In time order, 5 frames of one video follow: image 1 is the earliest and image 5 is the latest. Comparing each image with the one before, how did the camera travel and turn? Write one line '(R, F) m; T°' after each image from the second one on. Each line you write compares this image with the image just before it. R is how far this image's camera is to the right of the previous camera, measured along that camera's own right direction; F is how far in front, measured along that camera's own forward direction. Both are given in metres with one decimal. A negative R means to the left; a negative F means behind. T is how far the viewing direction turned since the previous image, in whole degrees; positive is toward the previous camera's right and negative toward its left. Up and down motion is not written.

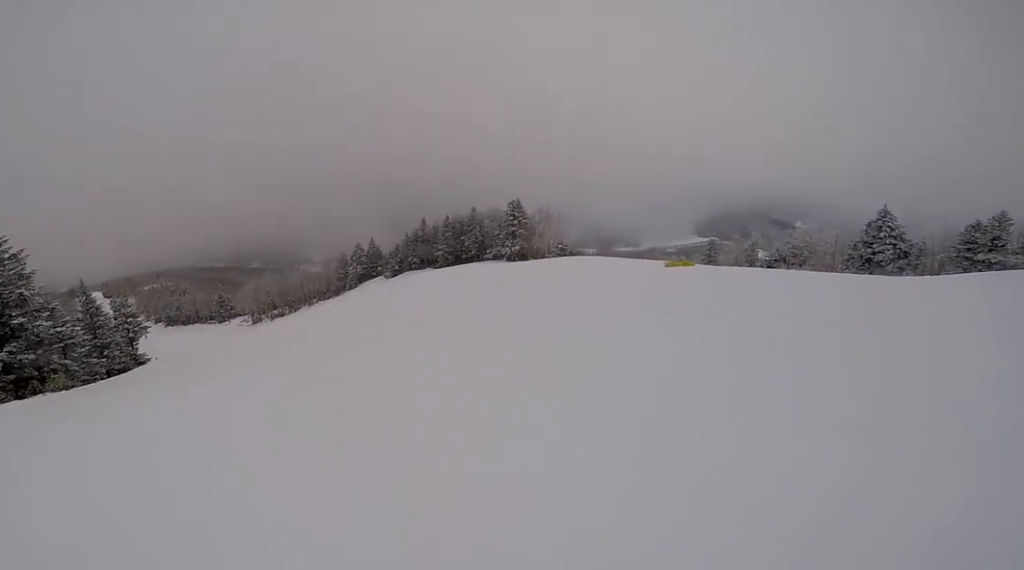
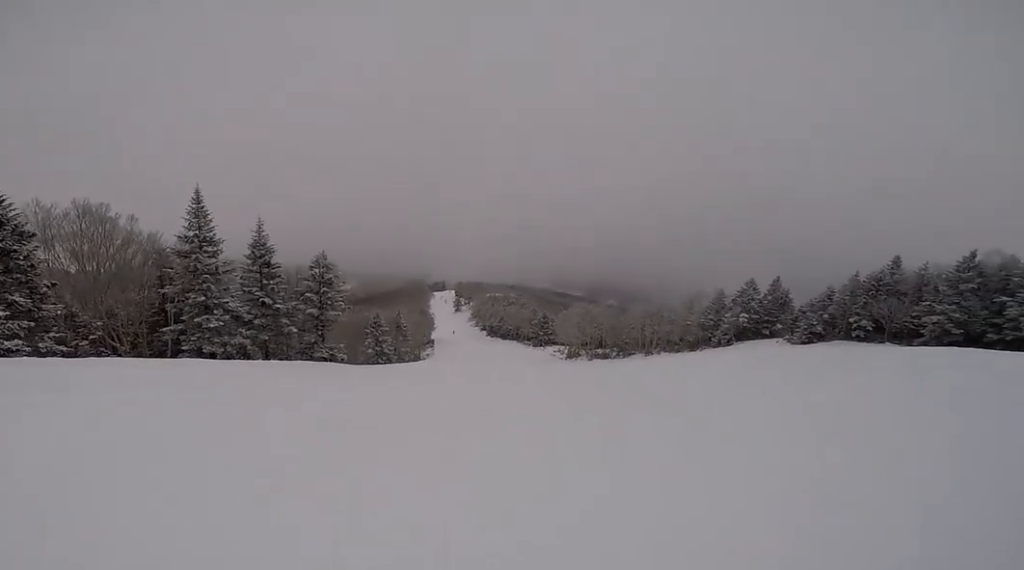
(-21.1, +24.3) m; -37°
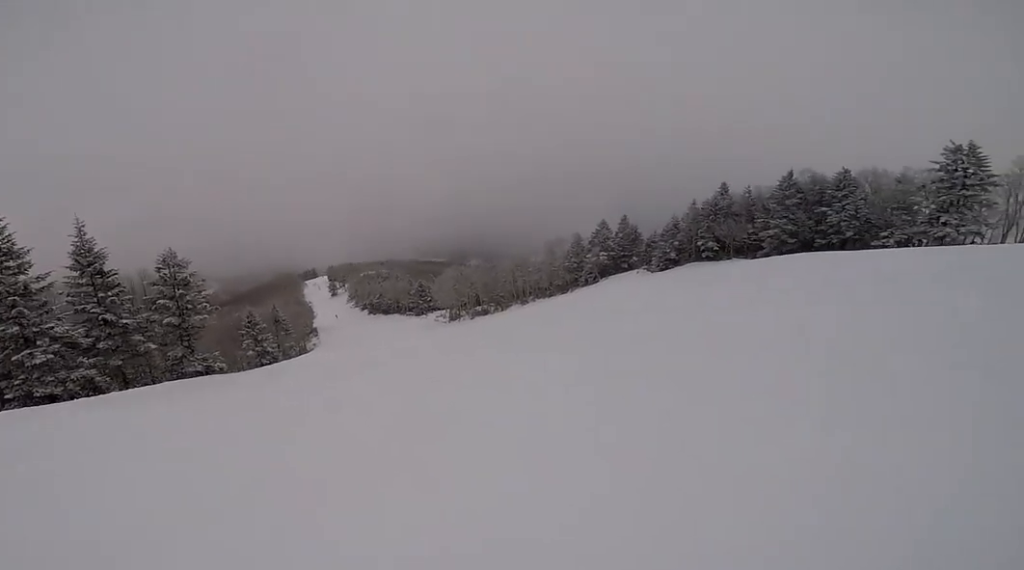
(+0.6, +3.2) m; +7°
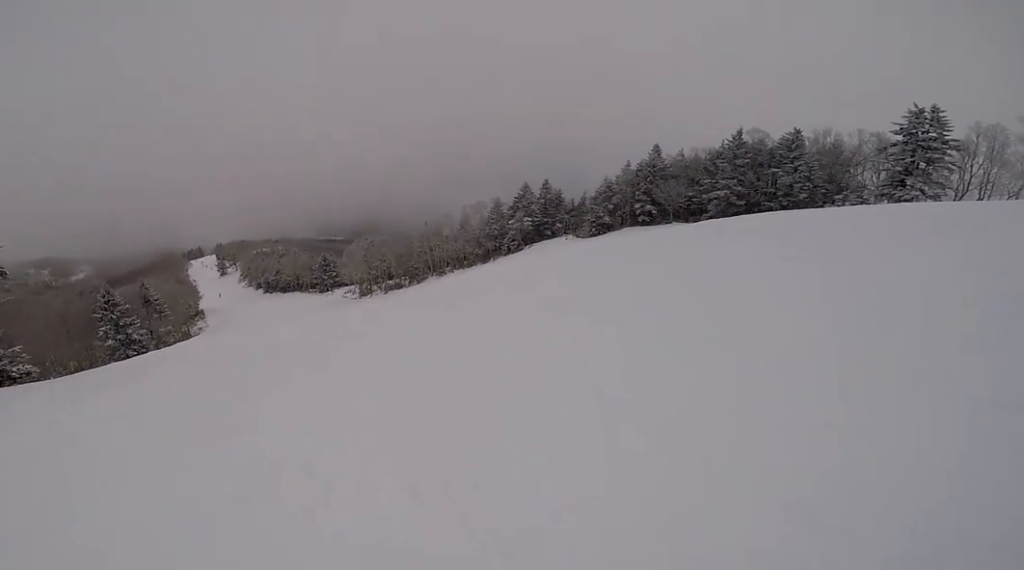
(+1.5, +9.4) m; +2°
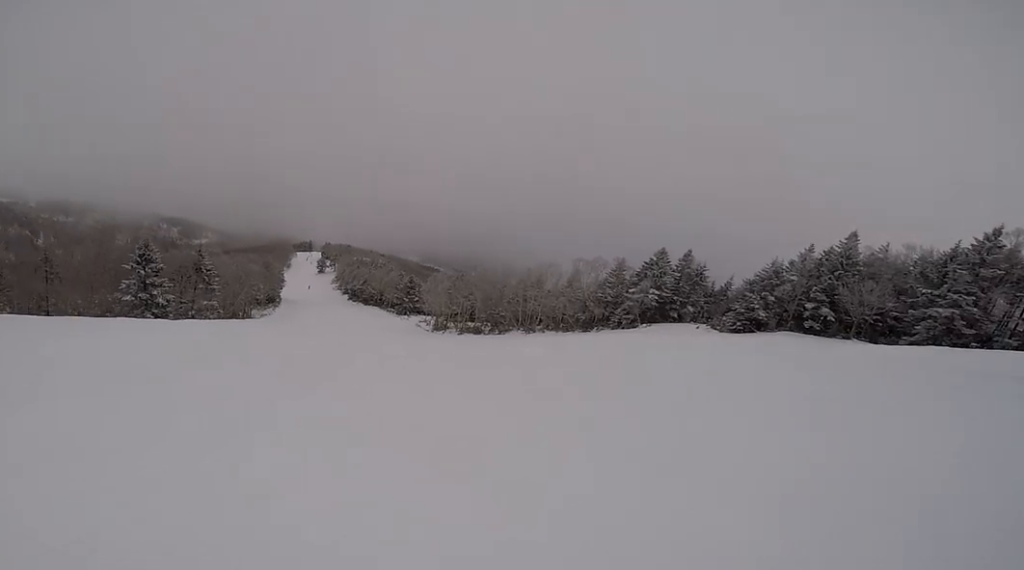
(-1.7, +10.0) m; -19°
